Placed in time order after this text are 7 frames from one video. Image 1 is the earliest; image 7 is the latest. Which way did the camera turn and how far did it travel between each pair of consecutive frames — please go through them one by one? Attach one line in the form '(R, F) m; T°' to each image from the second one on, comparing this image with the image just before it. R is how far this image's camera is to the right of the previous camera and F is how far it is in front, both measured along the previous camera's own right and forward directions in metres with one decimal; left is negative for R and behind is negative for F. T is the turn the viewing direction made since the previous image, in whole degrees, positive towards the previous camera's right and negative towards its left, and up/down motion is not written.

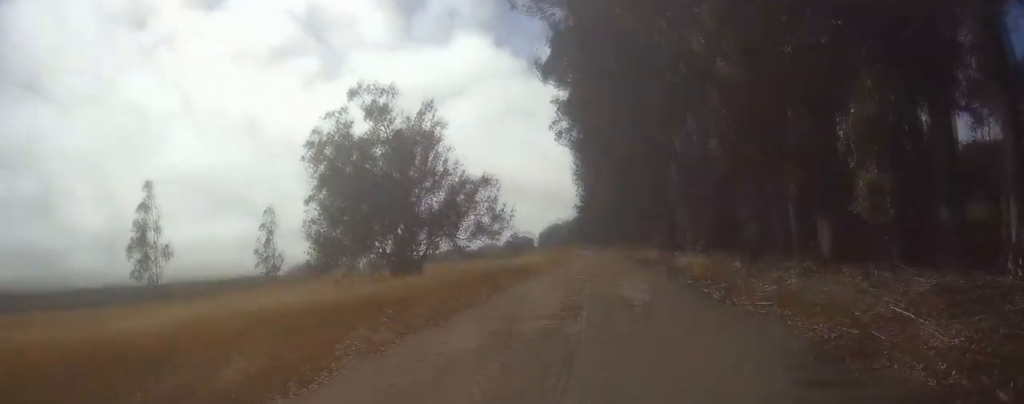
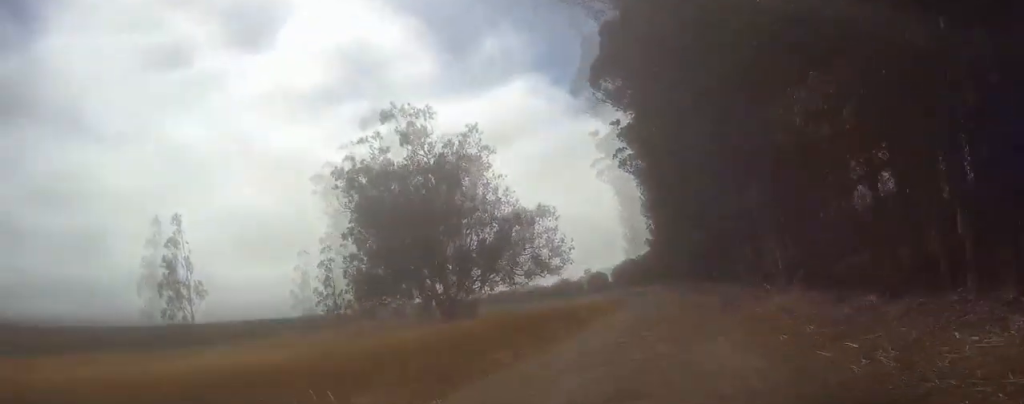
(0.0, +7.9) m; +2°
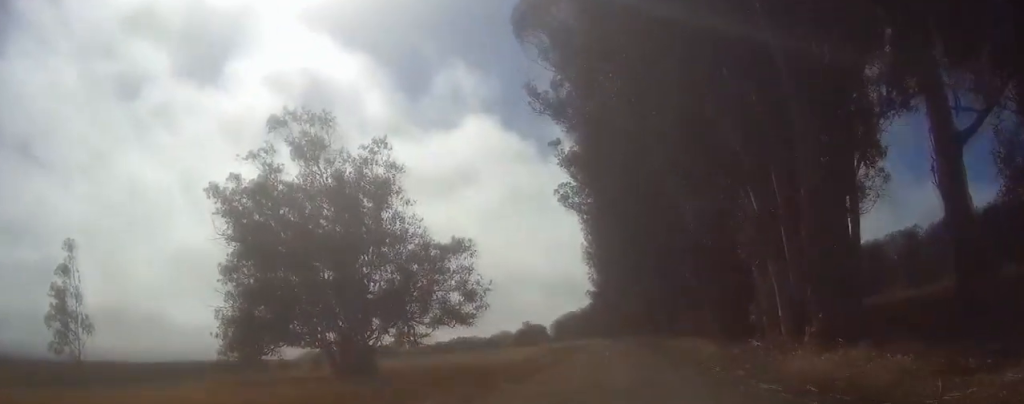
(+0.3, +11.8) m; +1°
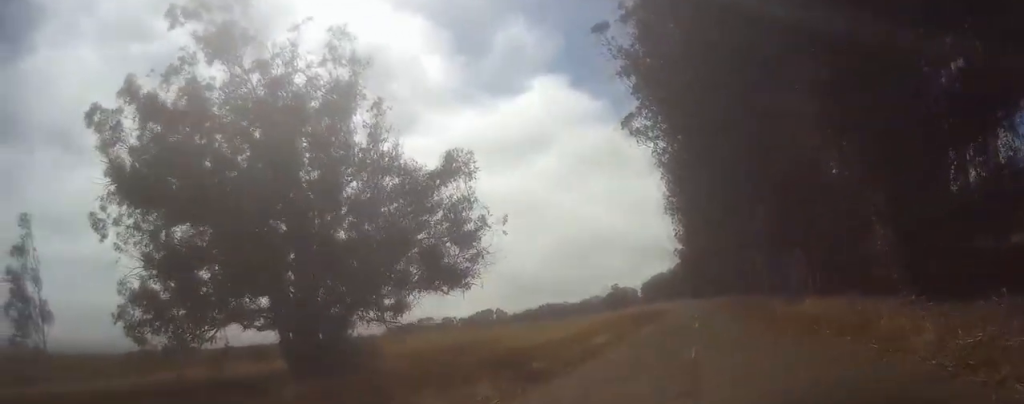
(-0.1, +19.5) m; -2°
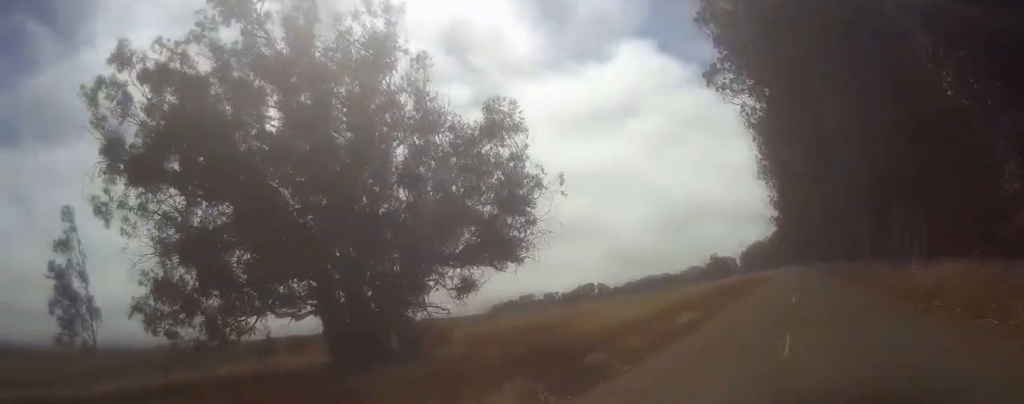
(-0.2, +5.2) m; -1°
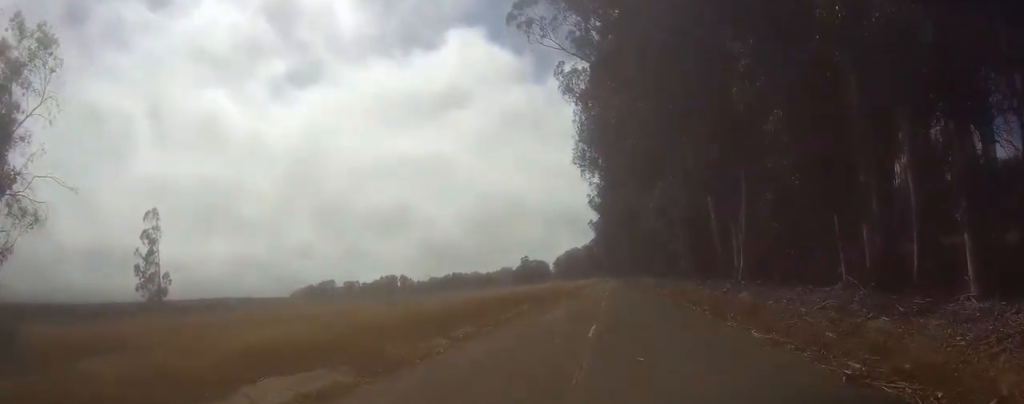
(-0.2, +24.1) m; +2°
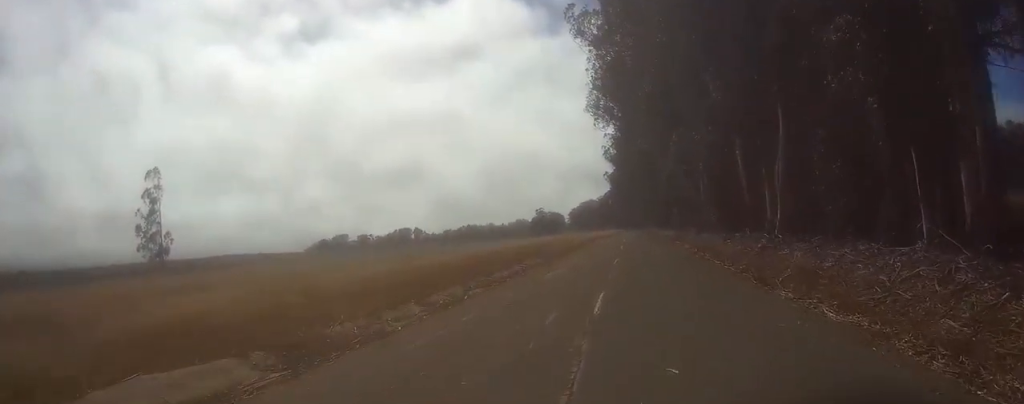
(+0.1, +4.9) m; +1°
